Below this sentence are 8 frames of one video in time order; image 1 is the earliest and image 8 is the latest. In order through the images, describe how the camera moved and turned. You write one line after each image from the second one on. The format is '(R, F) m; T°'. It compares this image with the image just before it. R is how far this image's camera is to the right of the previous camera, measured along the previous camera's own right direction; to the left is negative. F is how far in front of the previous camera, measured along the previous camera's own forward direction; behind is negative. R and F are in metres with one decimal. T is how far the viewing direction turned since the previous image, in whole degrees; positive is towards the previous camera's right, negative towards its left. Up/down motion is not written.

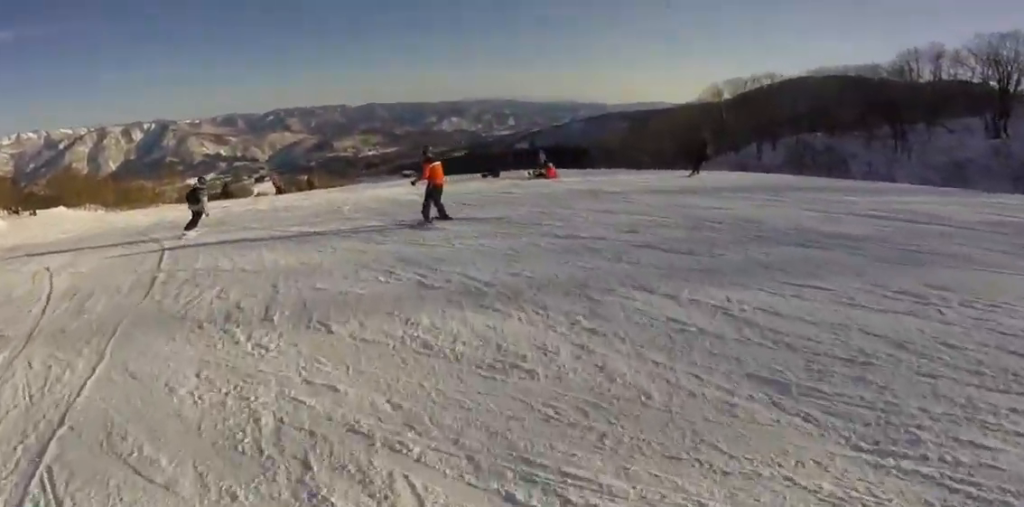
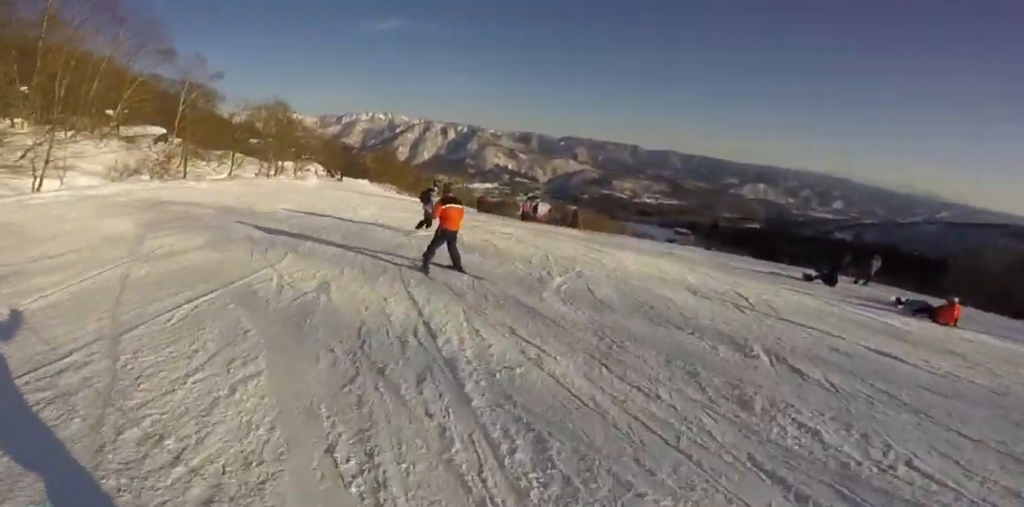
(-0.7, +5.7) m; -8°
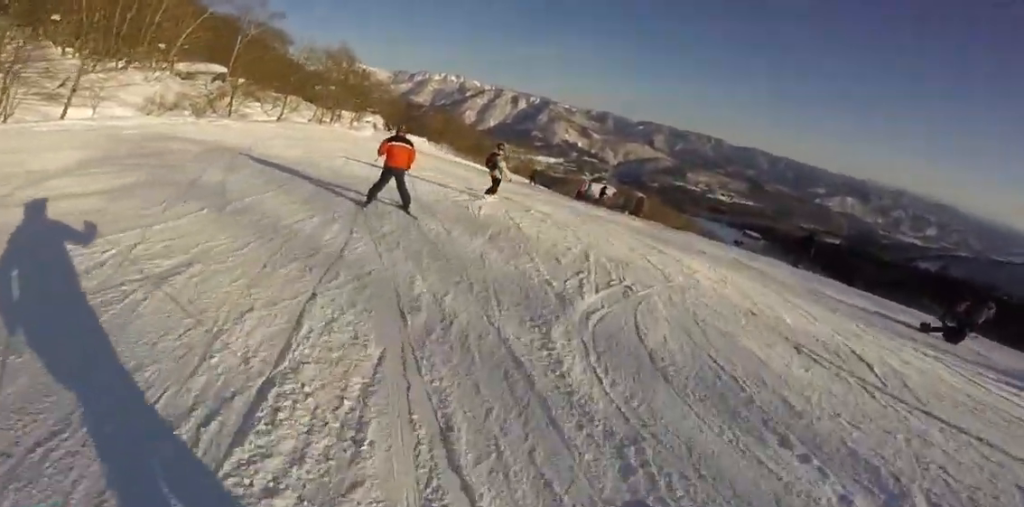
(-0.1, +2.9) m; -5°
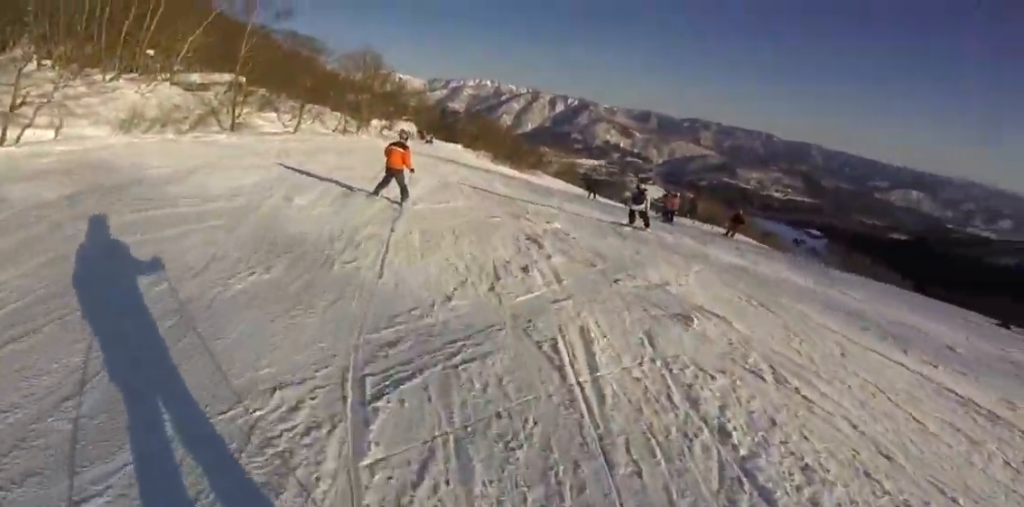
(-0.9, +7.3) m; +5°
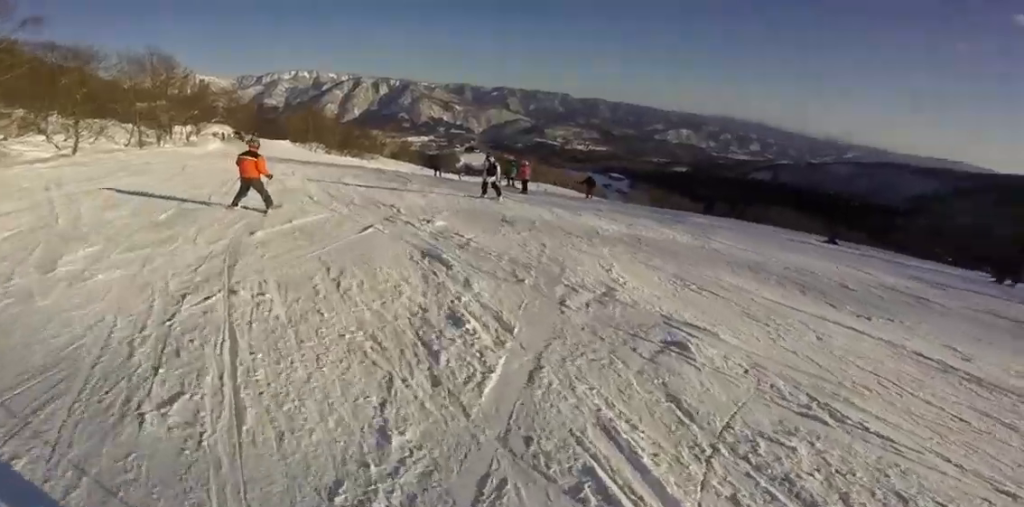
(+0.1, +2.0) m; +11°
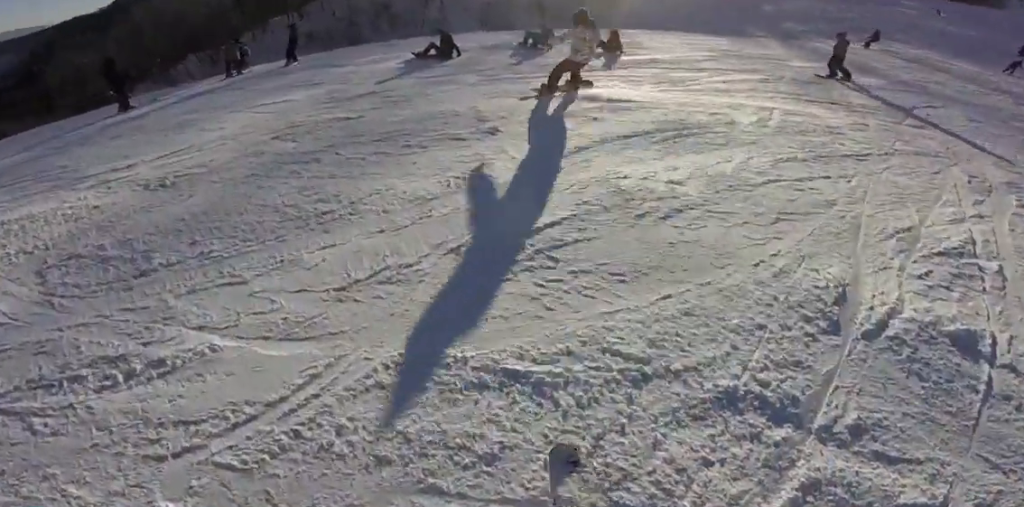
(+3.2, +7.5) m; +10°
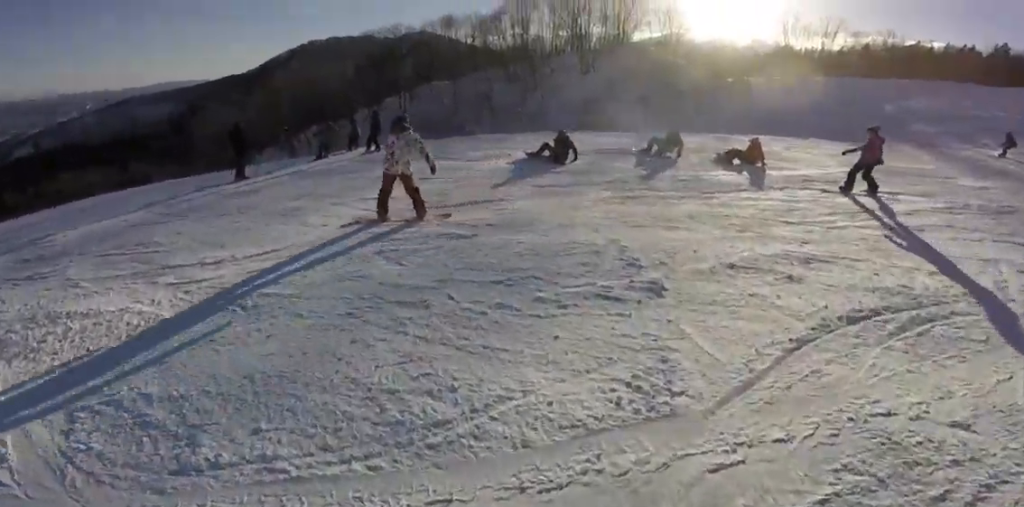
(-0.5, +2.4) m; -15°
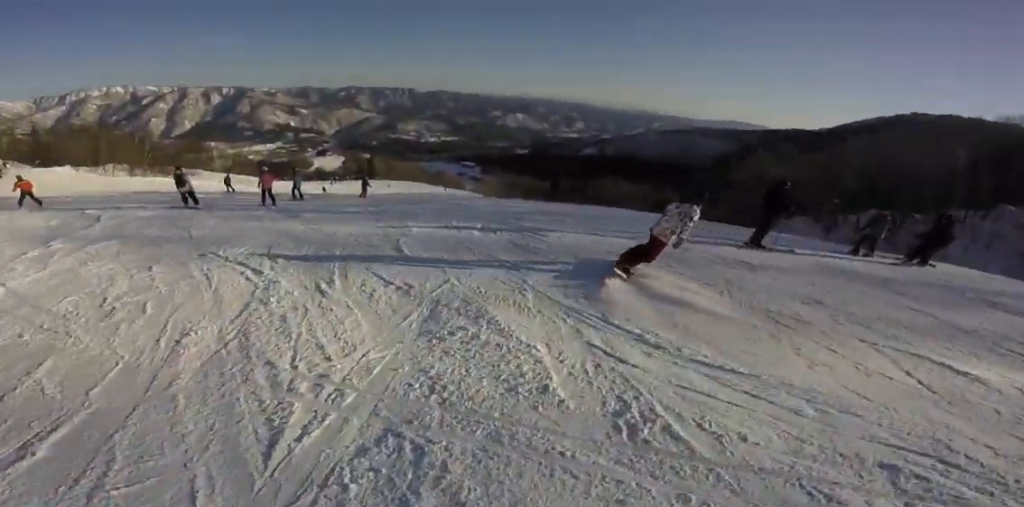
(-0.2, +1.9) m; -5°
